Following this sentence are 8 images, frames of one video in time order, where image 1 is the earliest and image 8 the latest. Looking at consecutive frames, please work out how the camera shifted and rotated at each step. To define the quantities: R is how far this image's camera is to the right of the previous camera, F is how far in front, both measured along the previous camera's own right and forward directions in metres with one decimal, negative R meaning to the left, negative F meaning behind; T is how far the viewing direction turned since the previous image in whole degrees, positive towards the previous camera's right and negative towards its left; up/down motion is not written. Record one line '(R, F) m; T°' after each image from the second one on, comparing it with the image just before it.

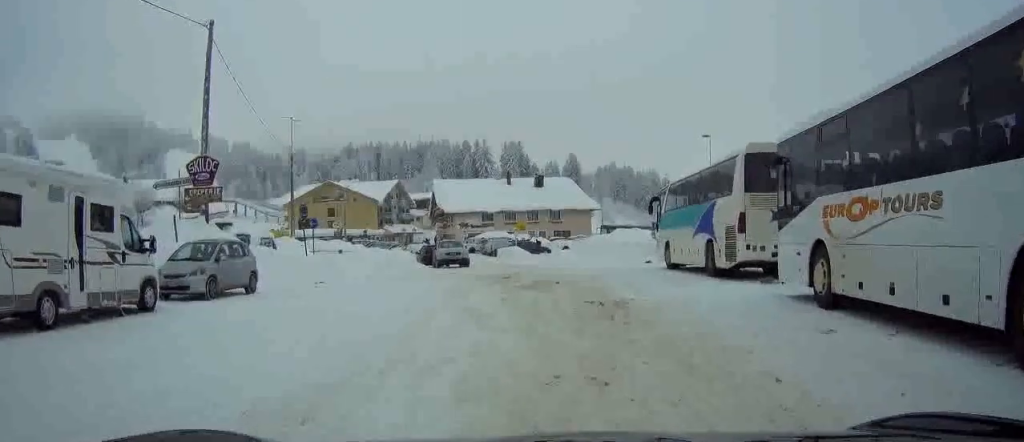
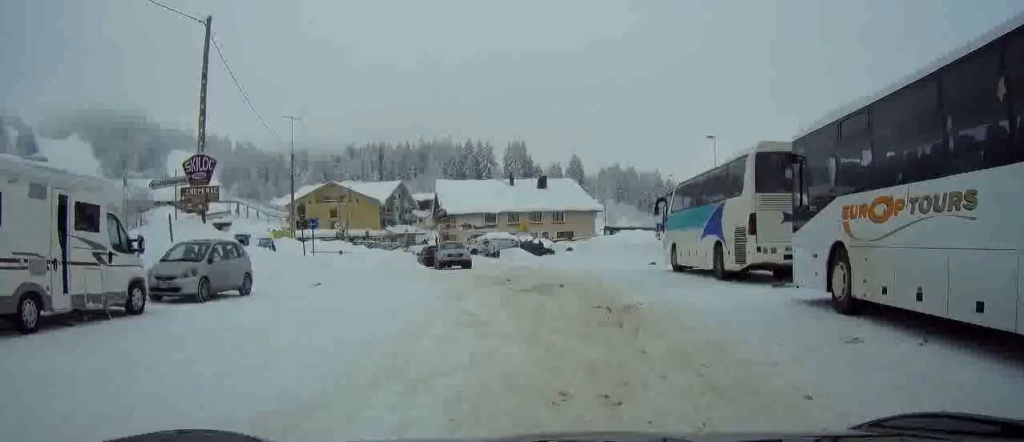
(0.0, +0.8) m; 0°
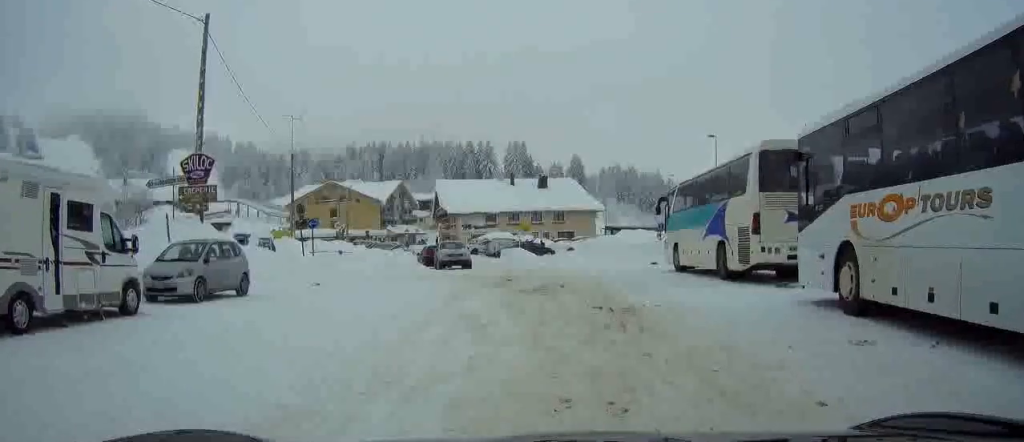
(0.0, +0.3) m; 0°
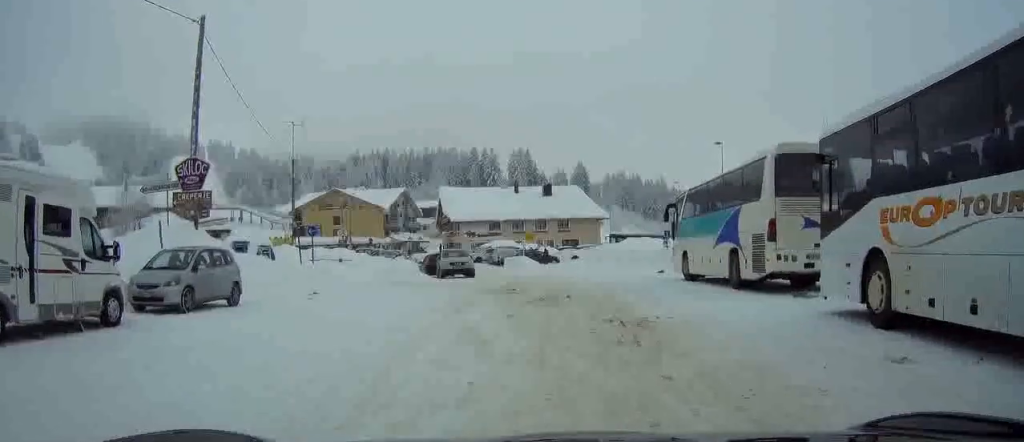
(0.0, +0.8) m; 0°
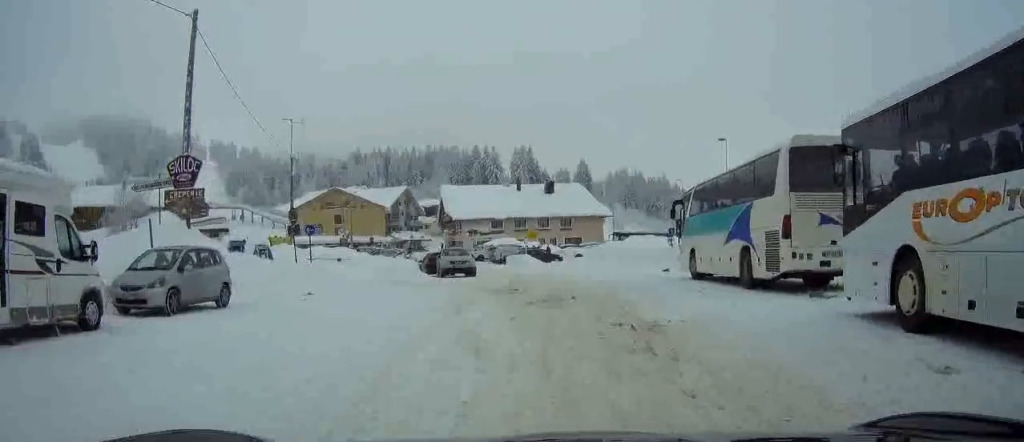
(0.0, +0.7) m; 0°
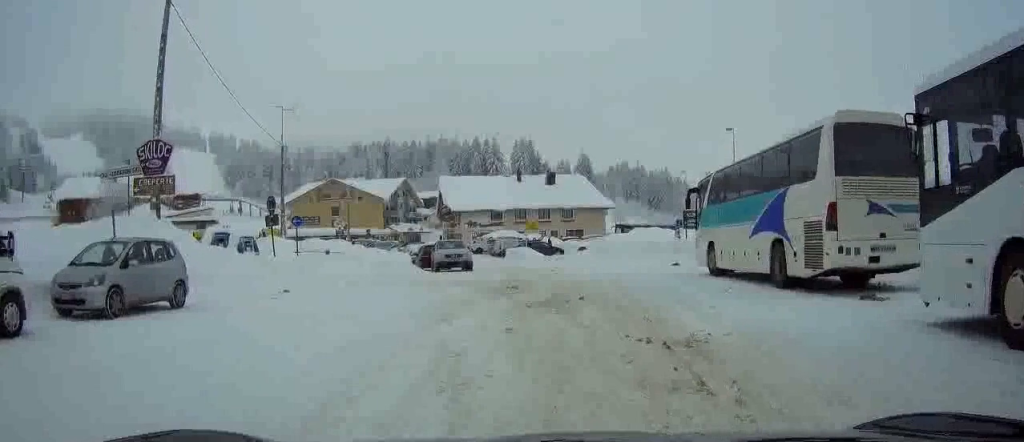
(0.0, +2.1) m; -1°
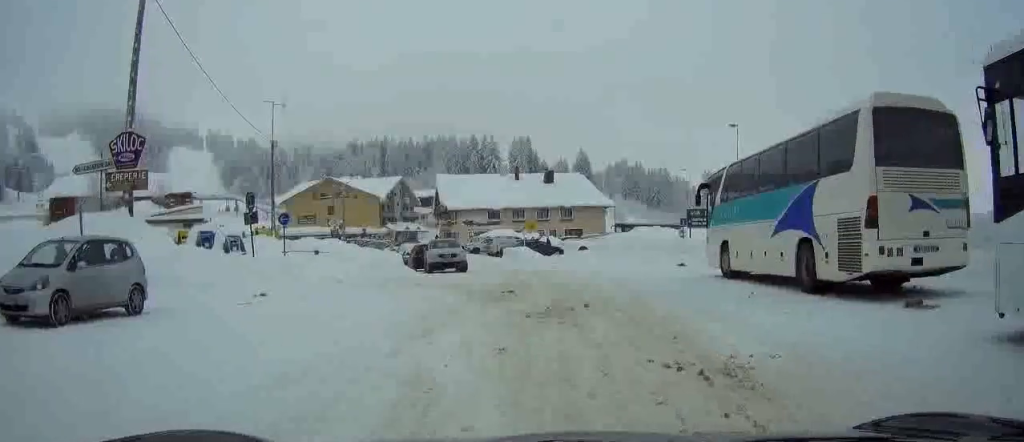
(0.0, +1.8) m; 0°
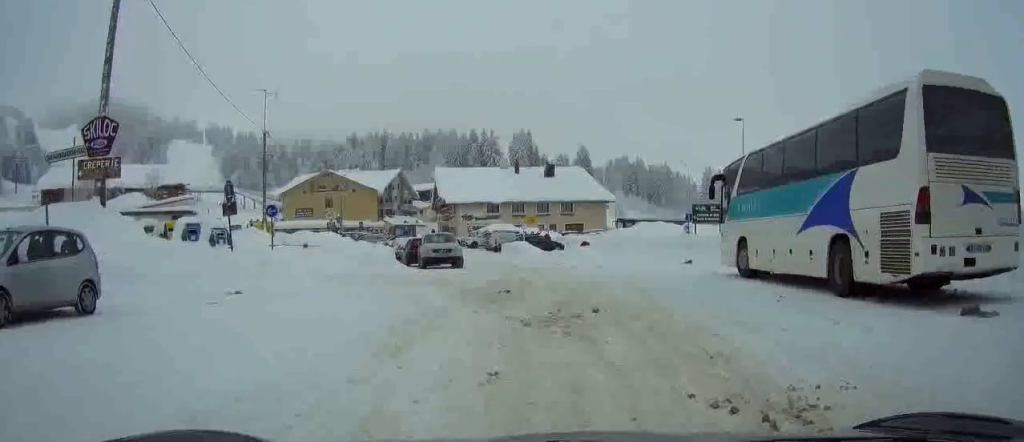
(0.0, +1.9) m; +2°
